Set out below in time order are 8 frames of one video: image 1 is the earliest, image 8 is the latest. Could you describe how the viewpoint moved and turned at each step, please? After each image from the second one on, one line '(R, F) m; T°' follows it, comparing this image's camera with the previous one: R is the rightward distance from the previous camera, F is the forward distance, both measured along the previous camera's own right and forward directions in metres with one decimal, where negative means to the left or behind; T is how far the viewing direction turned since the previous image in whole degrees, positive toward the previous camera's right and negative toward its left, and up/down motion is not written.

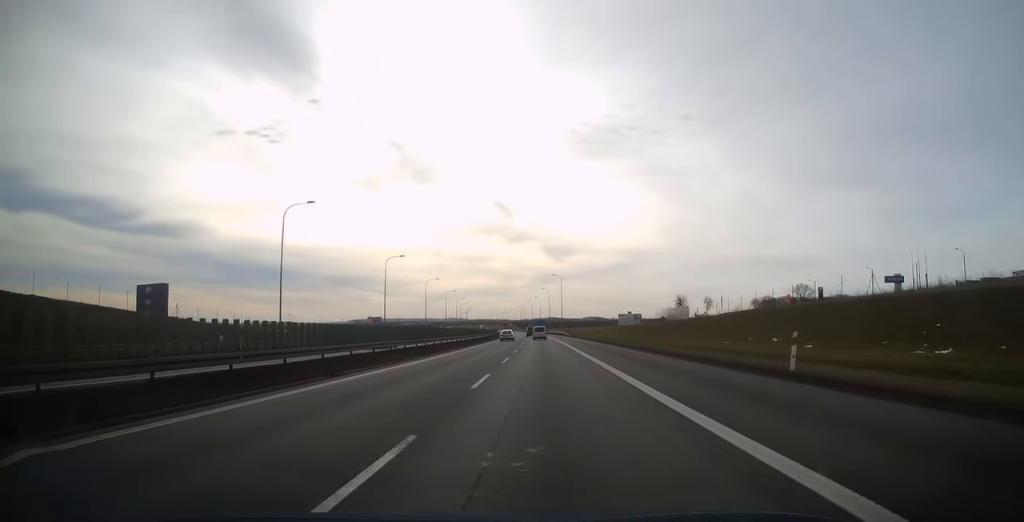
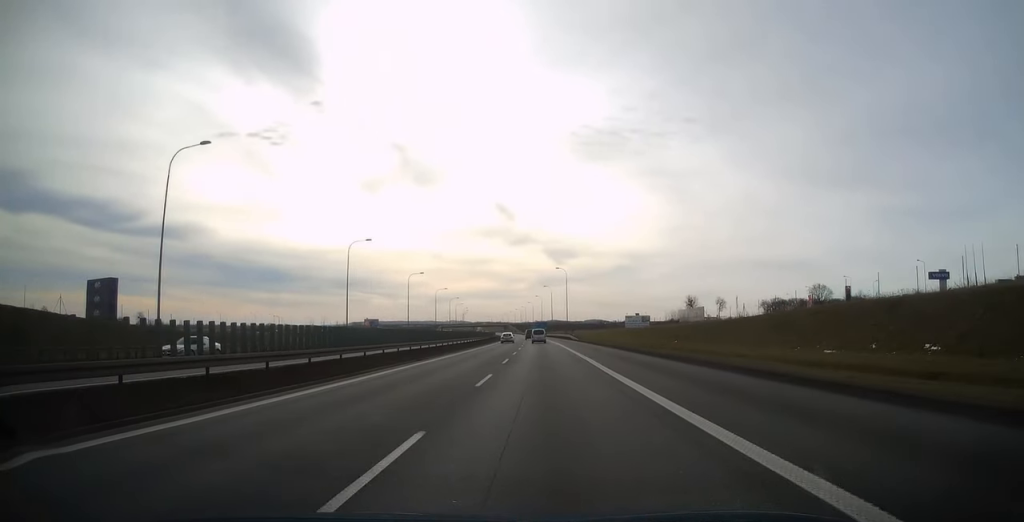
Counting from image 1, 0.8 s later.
(-0.1, +21.1) m; 0°
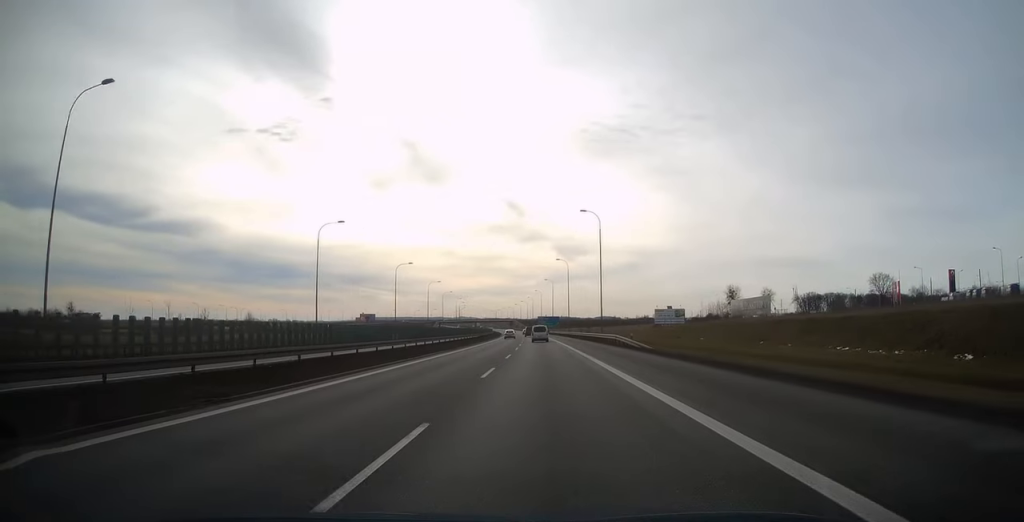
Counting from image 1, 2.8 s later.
(-0.1, +56.1) m; -1°
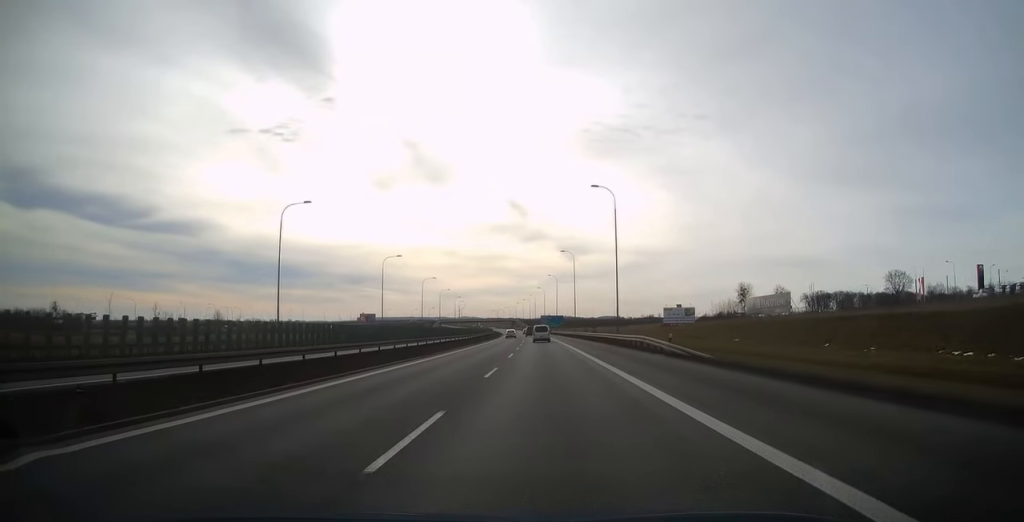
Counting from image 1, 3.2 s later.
(-0.1, +11.6) m; 0°
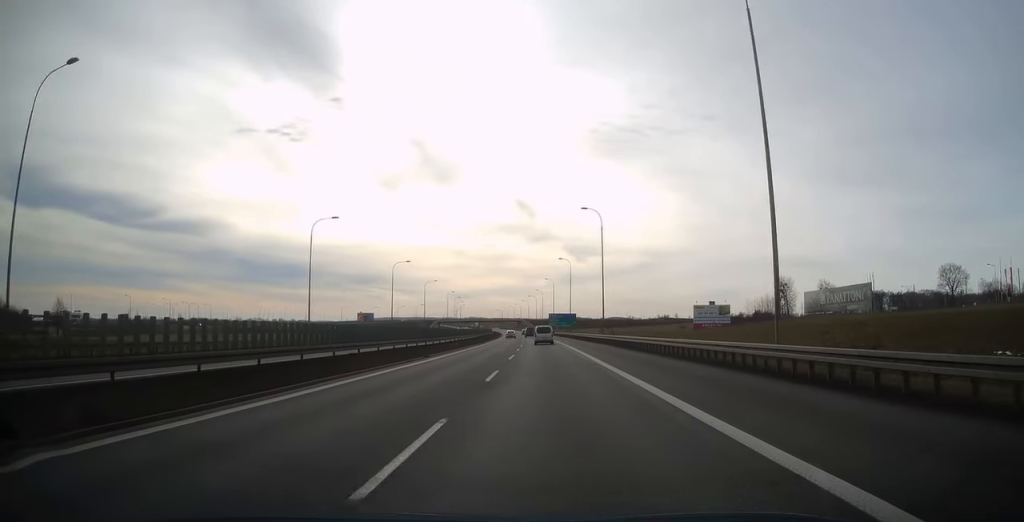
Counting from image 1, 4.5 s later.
(-0.3, +36.5) m; -1°
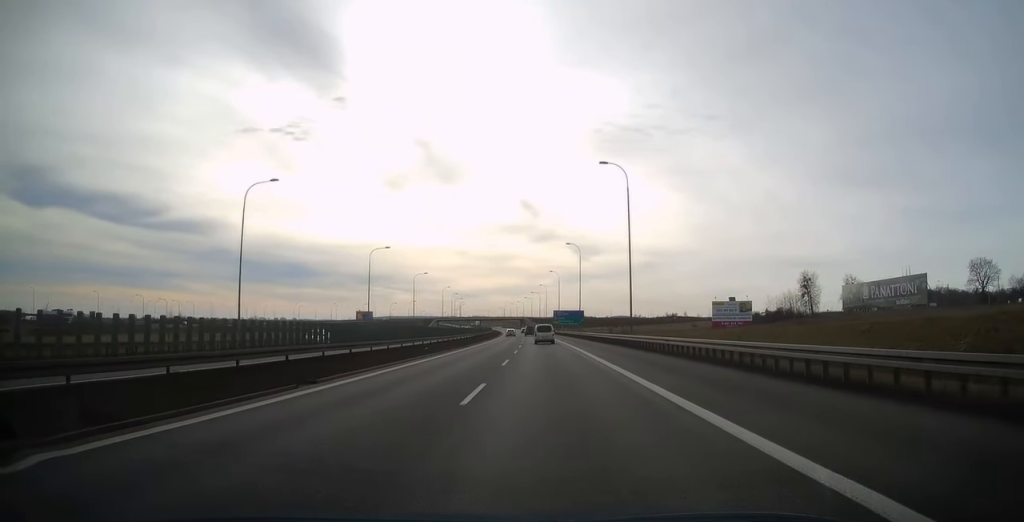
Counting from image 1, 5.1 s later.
(-0.1, +17.8) m; 0°
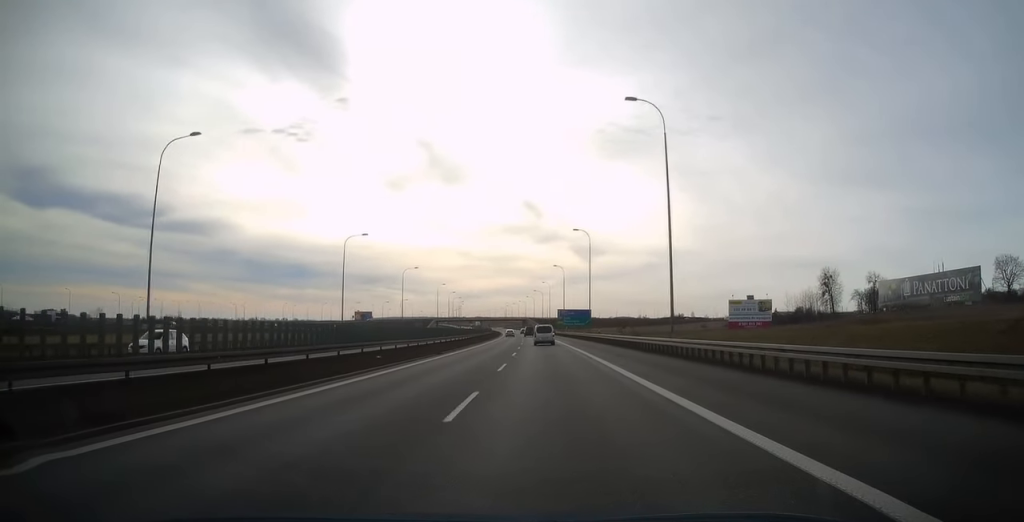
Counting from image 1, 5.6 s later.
(0.0, +14.0) m; 0°
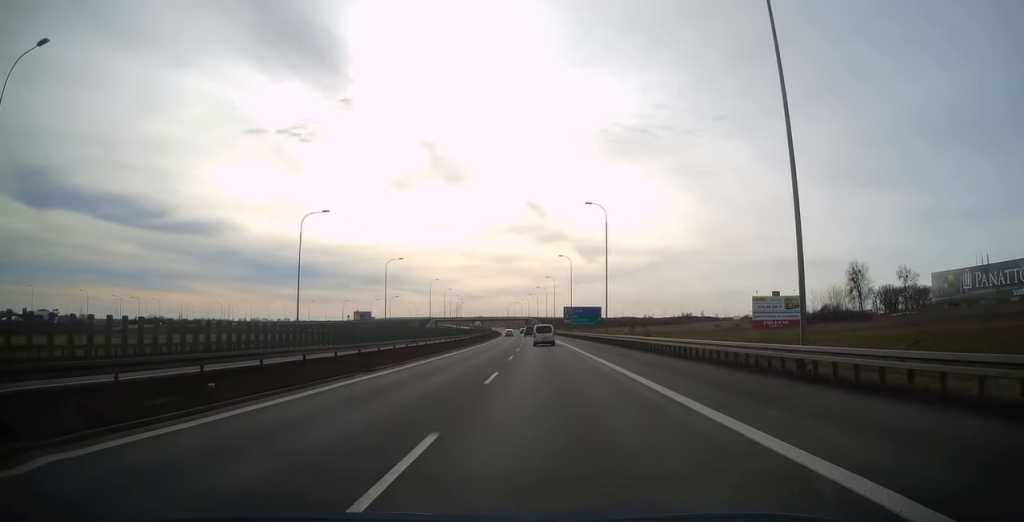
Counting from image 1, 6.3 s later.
(-0.1, +16.5) m; 0°
